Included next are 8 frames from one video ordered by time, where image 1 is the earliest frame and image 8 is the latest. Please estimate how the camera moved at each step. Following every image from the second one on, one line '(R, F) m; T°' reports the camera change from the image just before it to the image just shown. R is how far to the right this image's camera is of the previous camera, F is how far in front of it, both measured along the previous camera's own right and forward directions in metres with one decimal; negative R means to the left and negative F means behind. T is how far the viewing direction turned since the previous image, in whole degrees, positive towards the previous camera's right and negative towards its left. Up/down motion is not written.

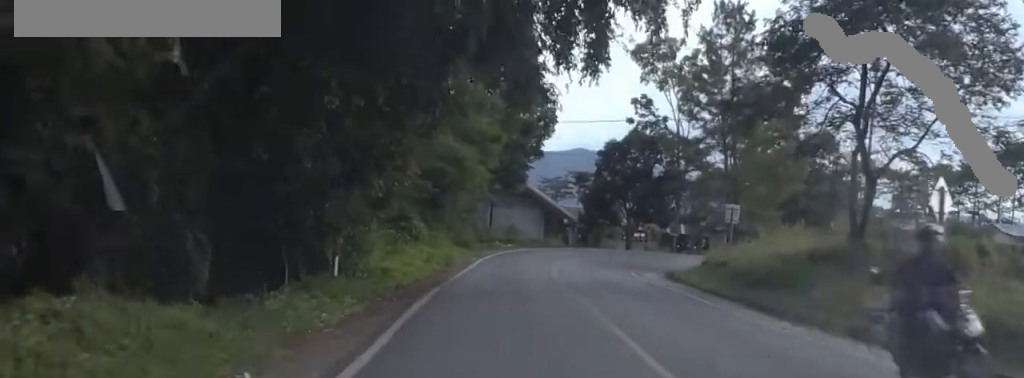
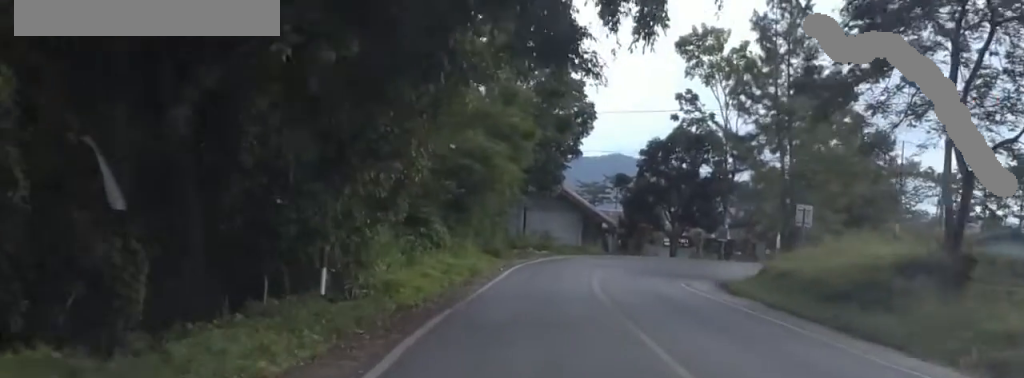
(0.0, +4.4) m; -4°
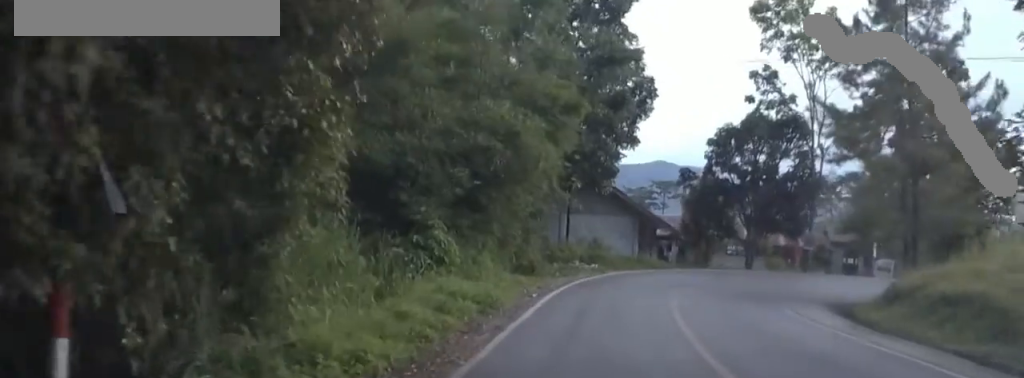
(-0.8, +10.2) m; 0°
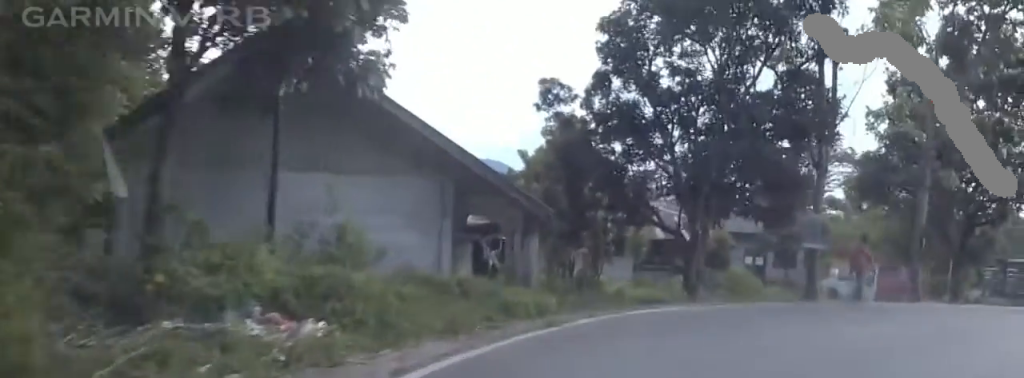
(+2.2, +25.2) m; +7°
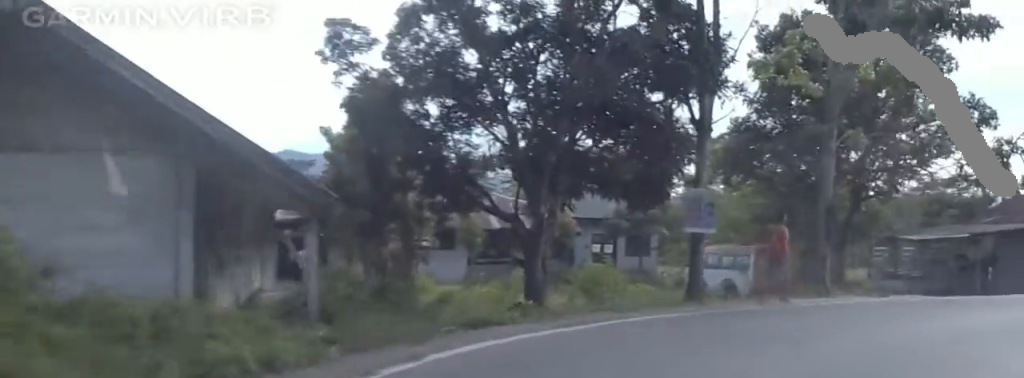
(-0.1, +6.3) m; +4°
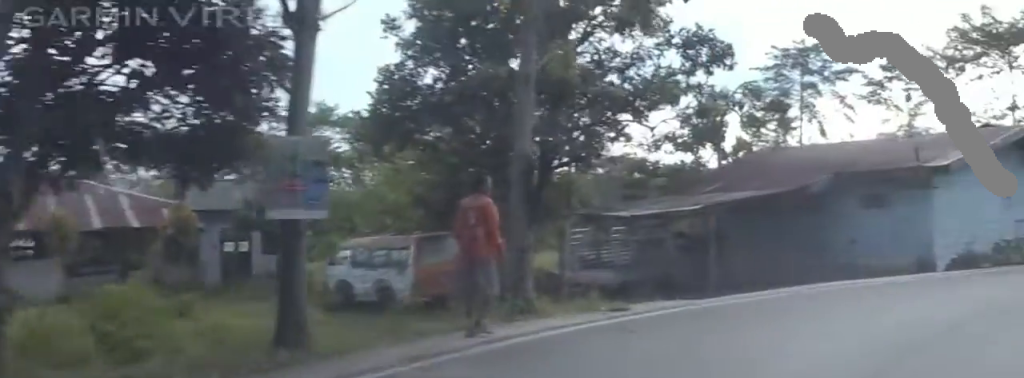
(+0.7, +8.8) m; +19°
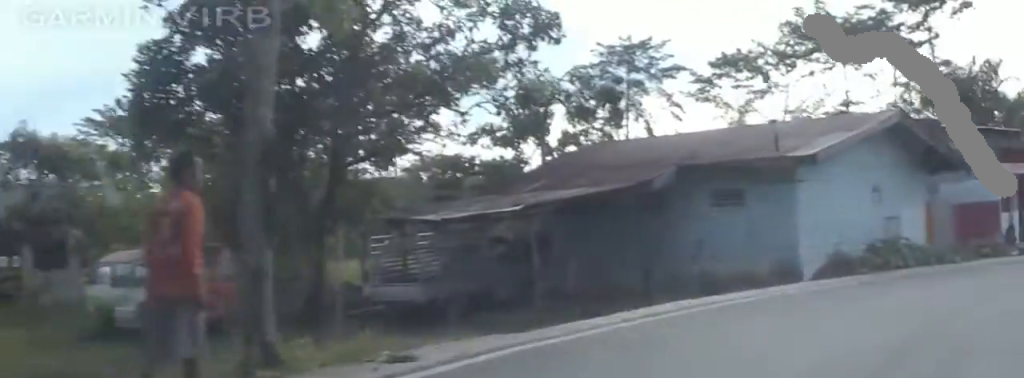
(-0.2, +4.1) m; +13°
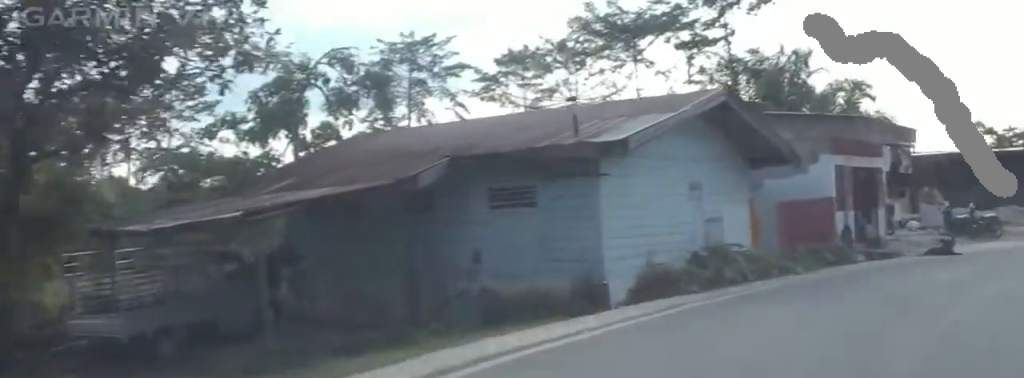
(+1.5, +4.4) m; +20°
